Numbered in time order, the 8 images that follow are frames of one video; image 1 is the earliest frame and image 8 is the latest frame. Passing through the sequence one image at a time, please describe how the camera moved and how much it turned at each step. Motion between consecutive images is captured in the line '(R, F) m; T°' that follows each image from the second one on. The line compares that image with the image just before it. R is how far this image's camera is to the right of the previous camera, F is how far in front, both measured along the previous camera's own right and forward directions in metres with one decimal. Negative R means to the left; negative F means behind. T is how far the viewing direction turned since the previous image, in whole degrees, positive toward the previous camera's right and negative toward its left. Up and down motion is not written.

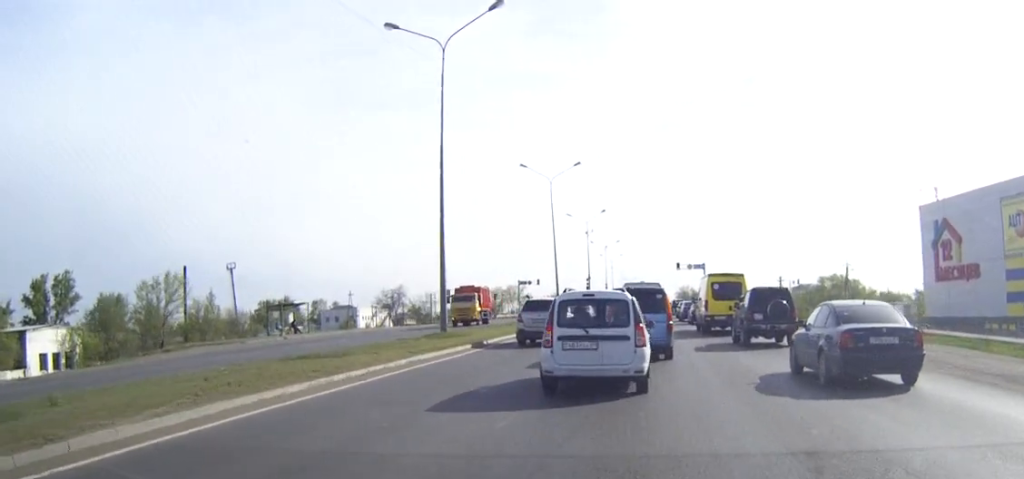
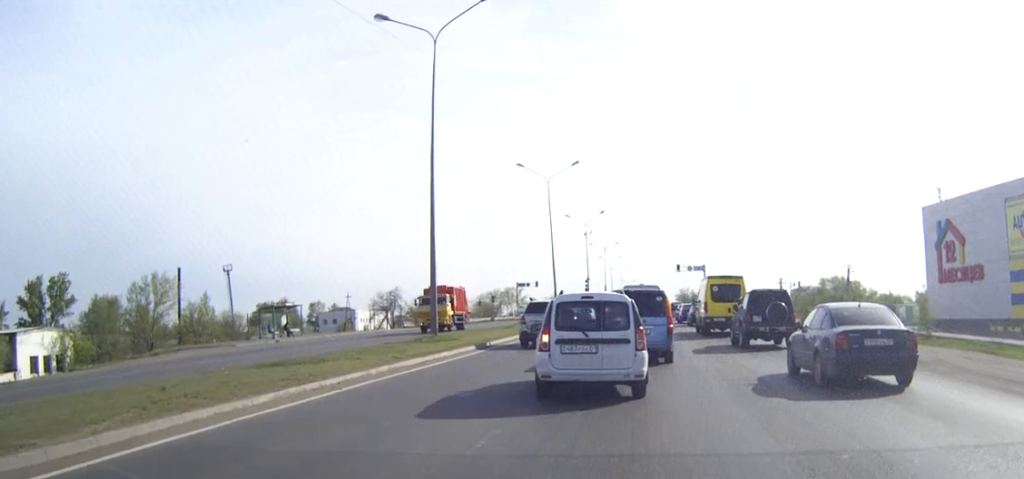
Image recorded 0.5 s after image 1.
(0.0, +1.5) m; 0°
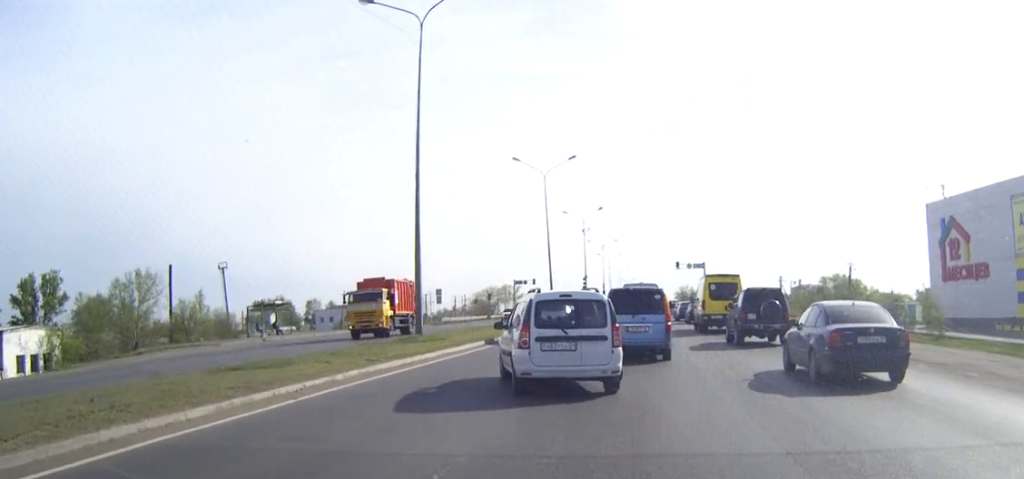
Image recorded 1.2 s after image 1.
(0.0, +2.1) m; 0°
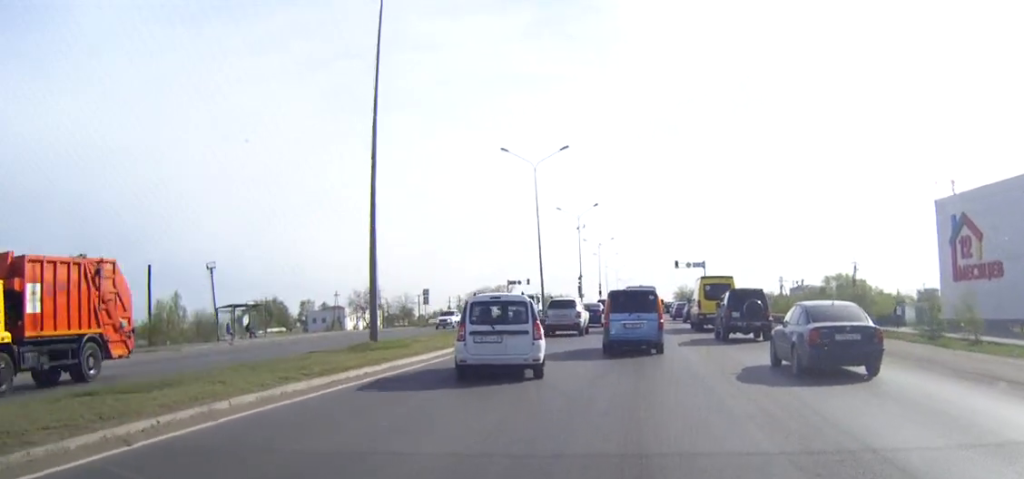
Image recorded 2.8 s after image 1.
(+0.1, +4.7) m; +2°
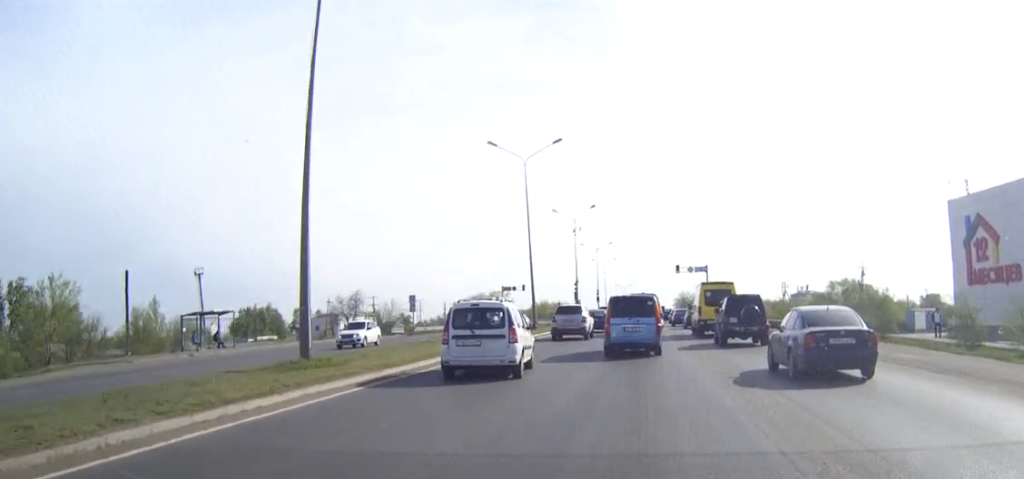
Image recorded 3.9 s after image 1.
(0.0, +4.8) m; 0°
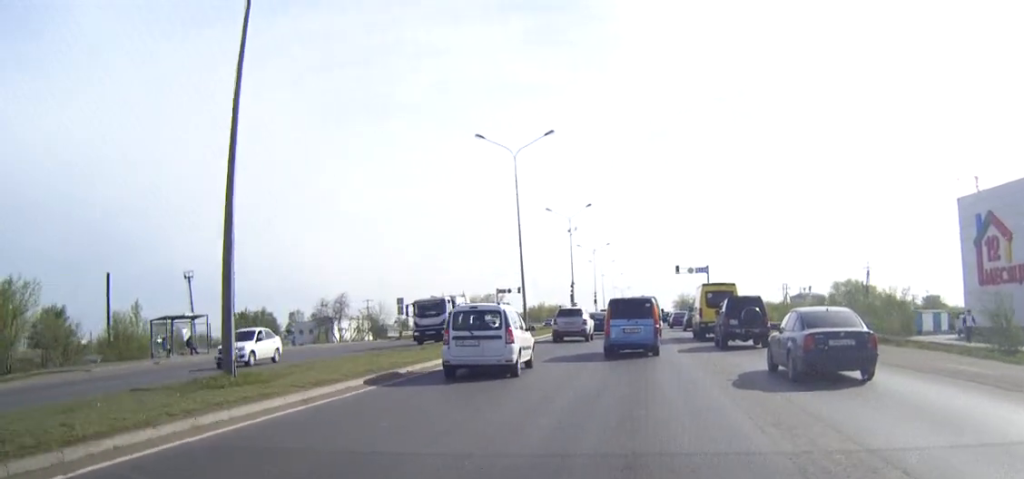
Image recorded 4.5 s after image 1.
(0.0, +3.8) m; 0°
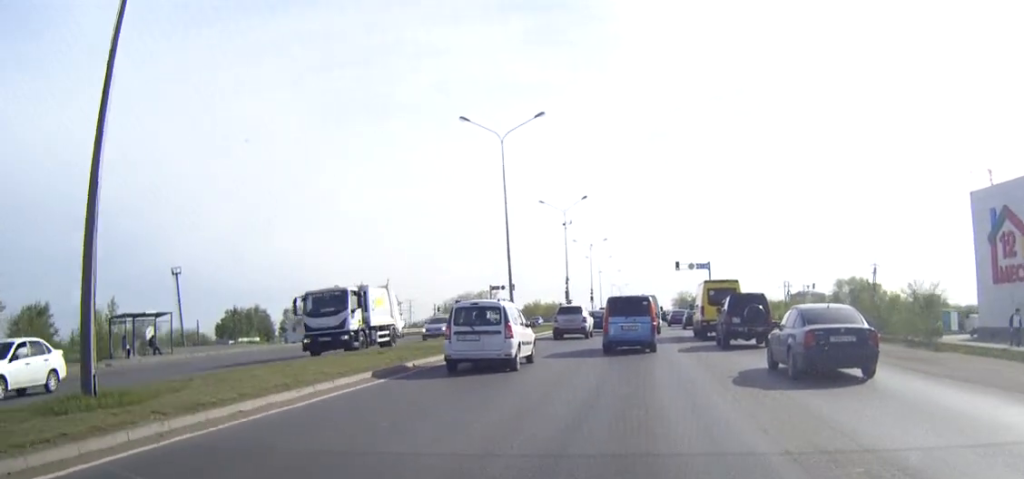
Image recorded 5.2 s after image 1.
(0.0, +4.4) m; 0°
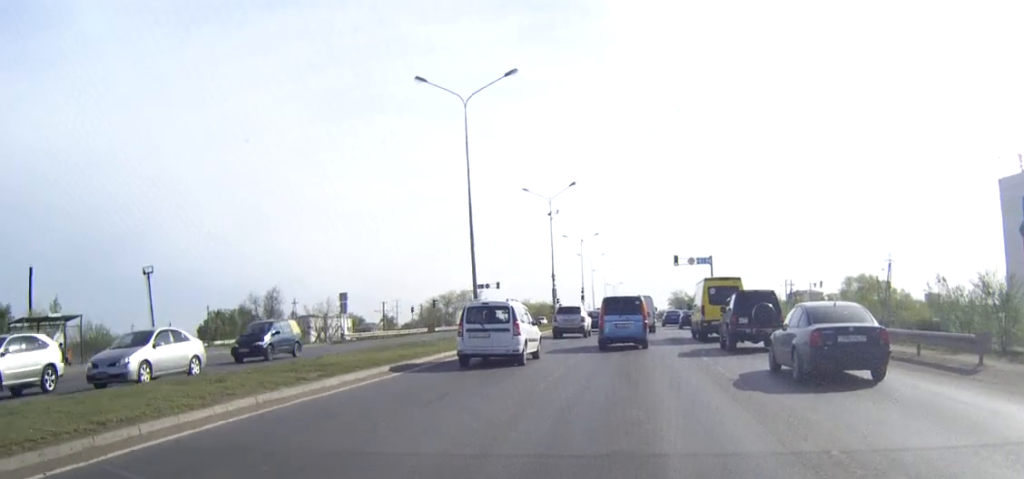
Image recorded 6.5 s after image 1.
(0.0, +9.7) m; -1°
